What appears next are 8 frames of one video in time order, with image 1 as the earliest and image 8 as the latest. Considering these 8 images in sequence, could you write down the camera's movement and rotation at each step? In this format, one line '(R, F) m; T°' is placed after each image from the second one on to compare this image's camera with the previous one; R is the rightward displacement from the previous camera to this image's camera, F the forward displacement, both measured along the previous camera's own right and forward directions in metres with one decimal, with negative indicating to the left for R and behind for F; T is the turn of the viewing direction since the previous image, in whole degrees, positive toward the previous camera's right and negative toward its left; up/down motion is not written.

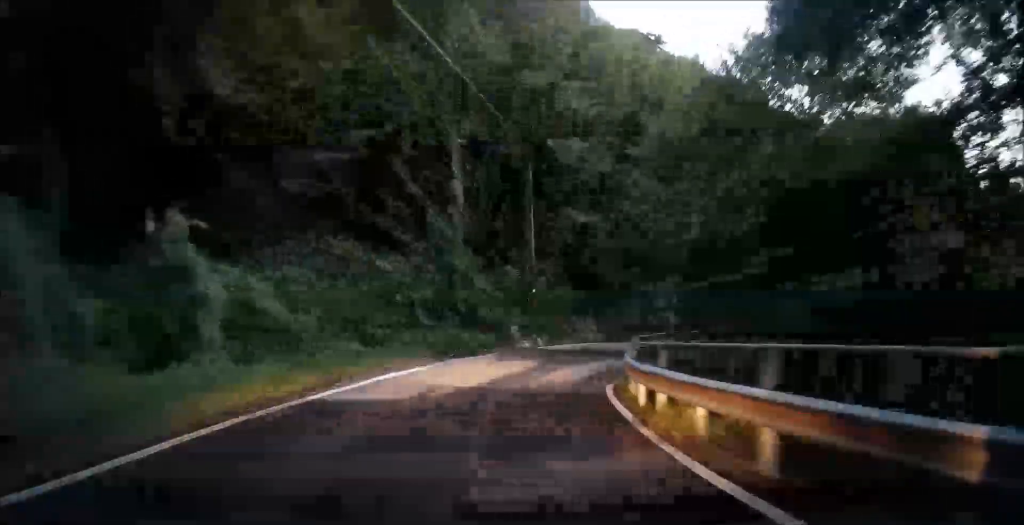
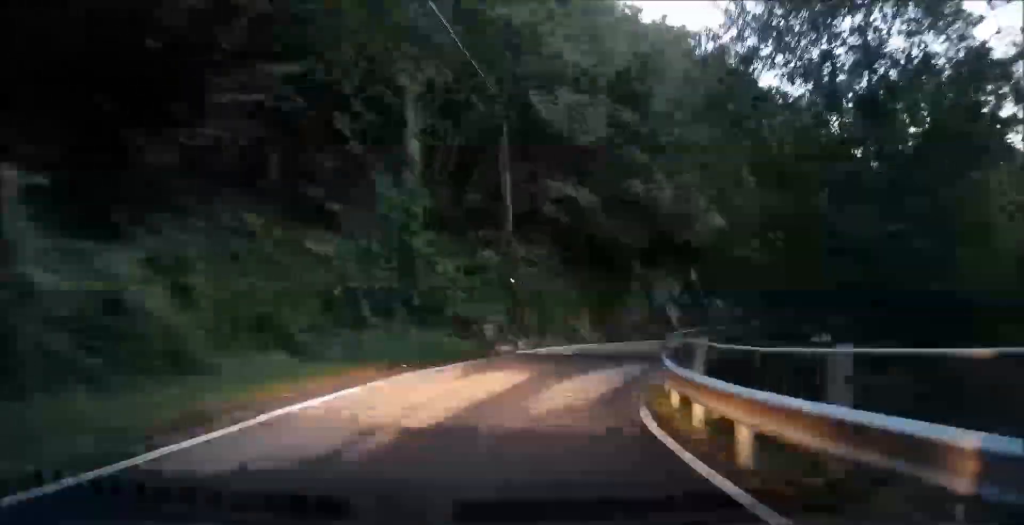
(-0.2, +4.8) m; +3°
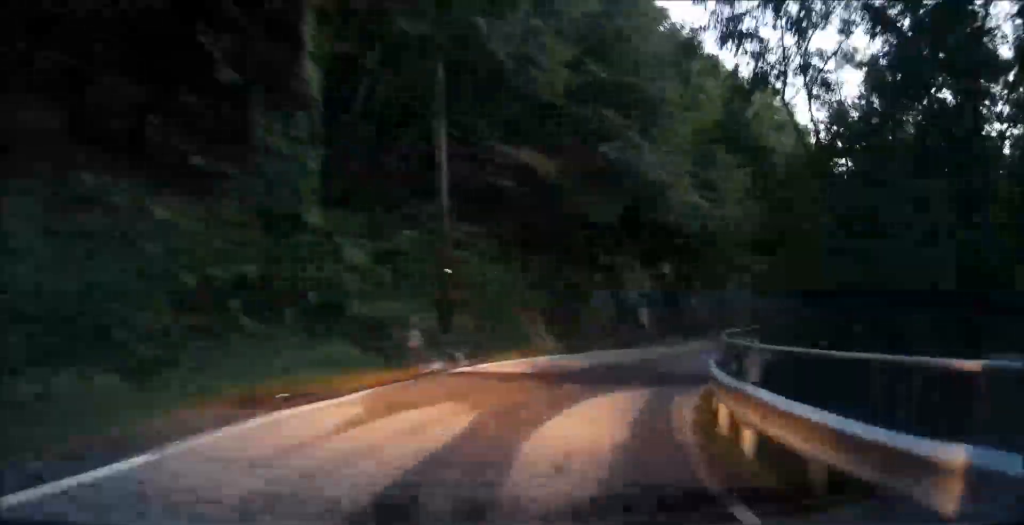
(+0.5, +5.2) m; +7°
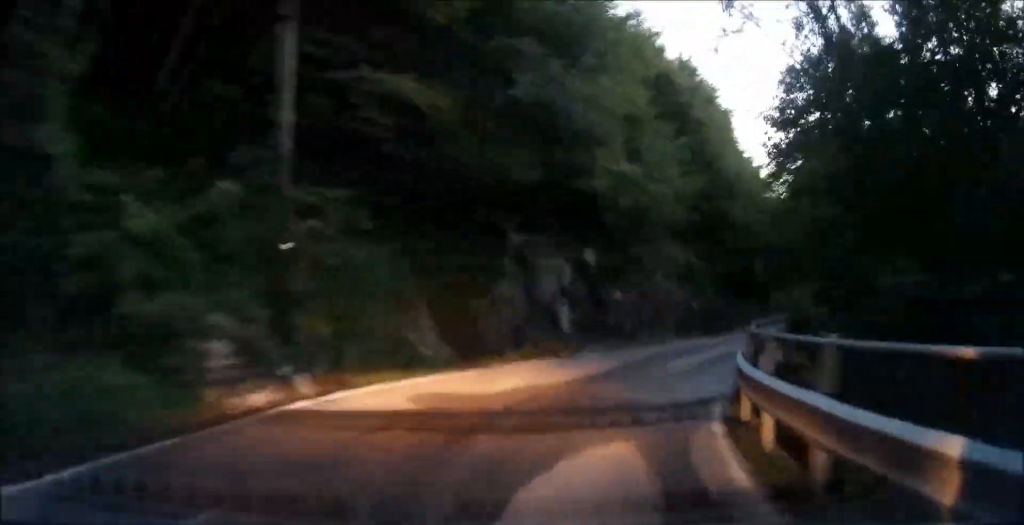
(+0.2, +5.2) m; +7°
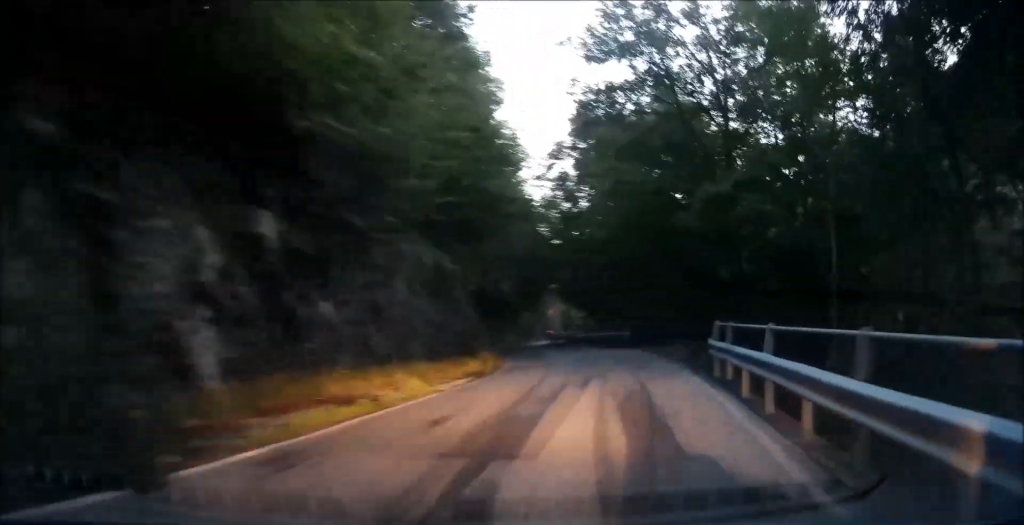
(+1.4, +10.9) m; +11°
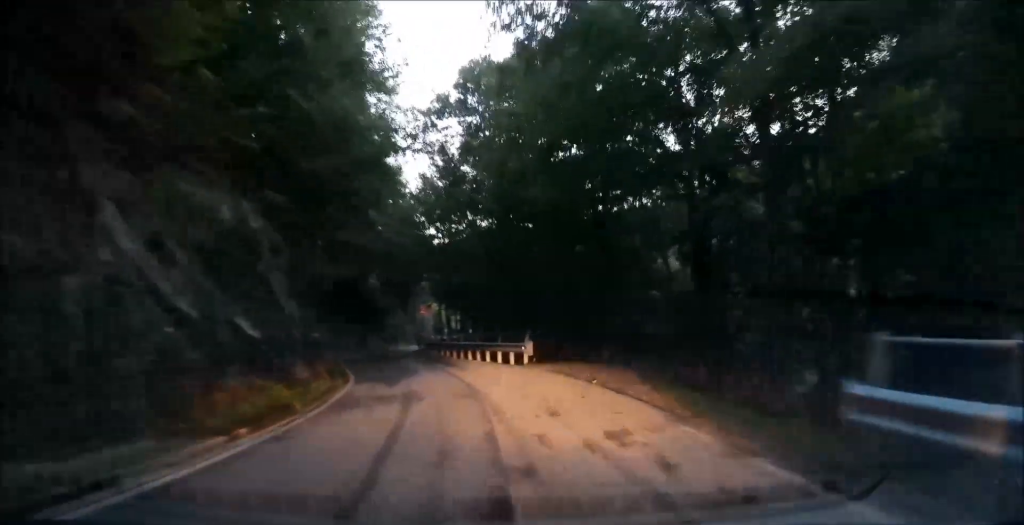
(+0.6, +9.5) m; +4°
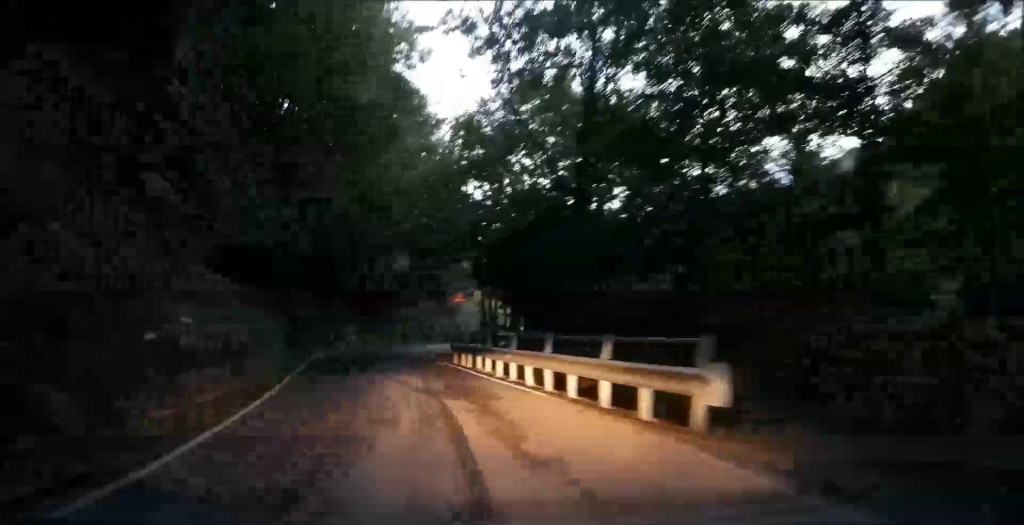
(-0.1, +13.7) m; -4°
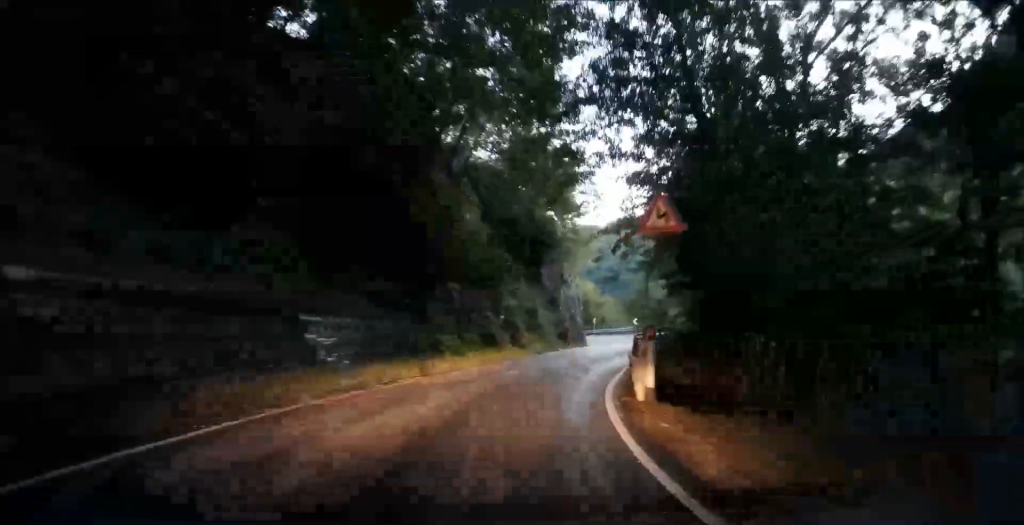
(-0.7, +24.5) m; +3°
